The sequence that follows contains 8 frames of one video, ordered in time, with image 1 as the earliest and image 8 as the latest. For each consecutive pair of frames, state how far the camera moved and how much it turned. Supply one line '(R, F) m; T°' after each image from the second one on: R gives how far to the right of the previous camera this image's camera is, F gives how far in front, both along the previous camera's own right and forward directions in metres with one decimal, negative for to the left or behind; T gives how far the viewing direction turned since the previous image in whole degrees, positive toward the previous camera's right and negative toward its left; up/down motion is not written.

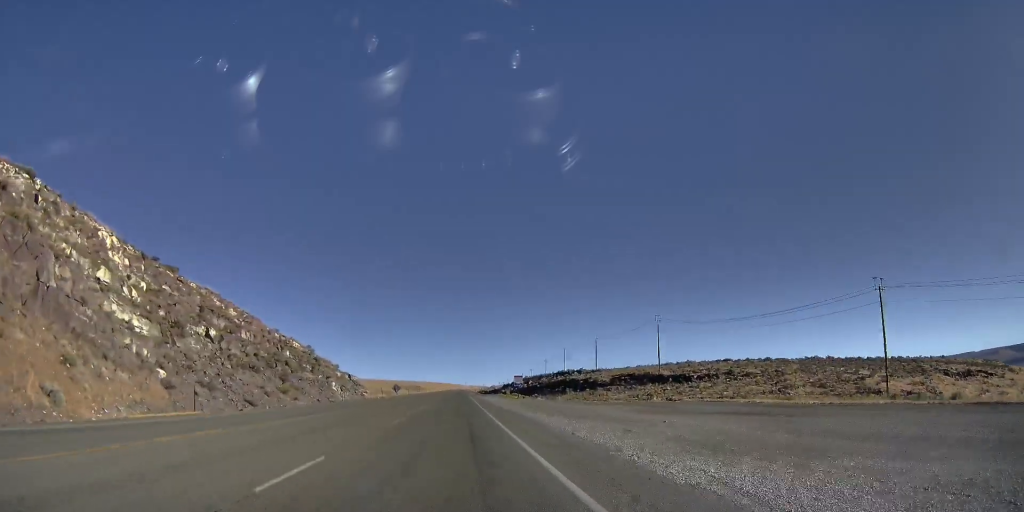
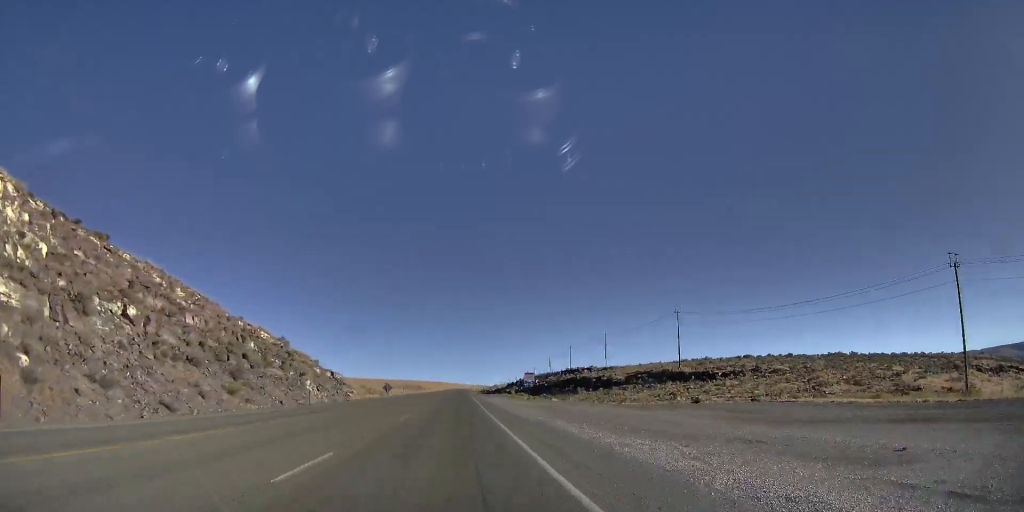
(0.0, +14.5) m; 0°
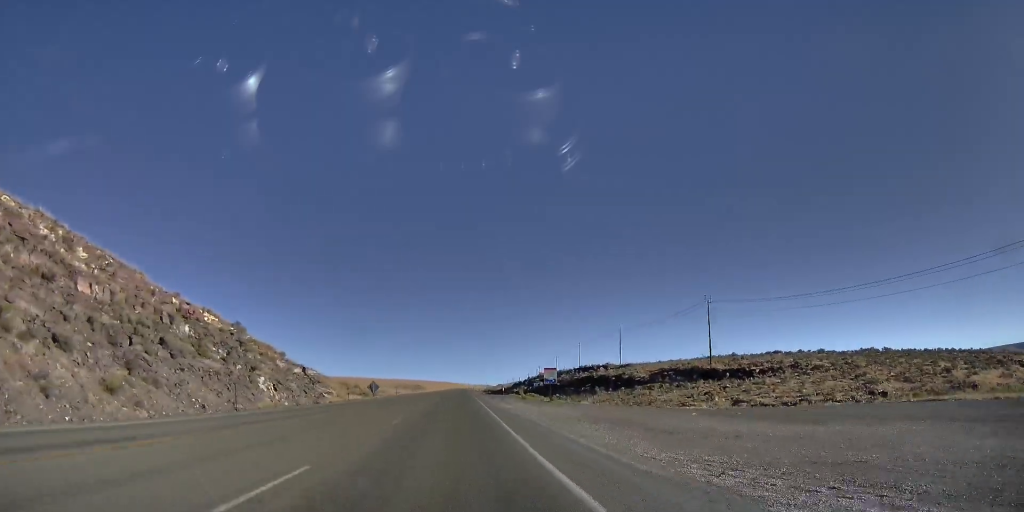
(+0.1, +17.5) m; 0°
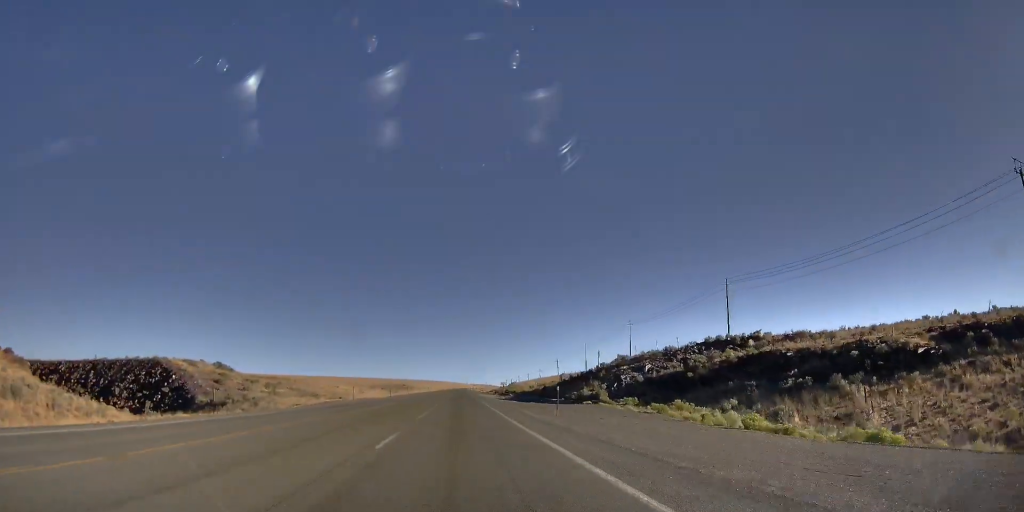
(+0.7, +83.1) m; +2°
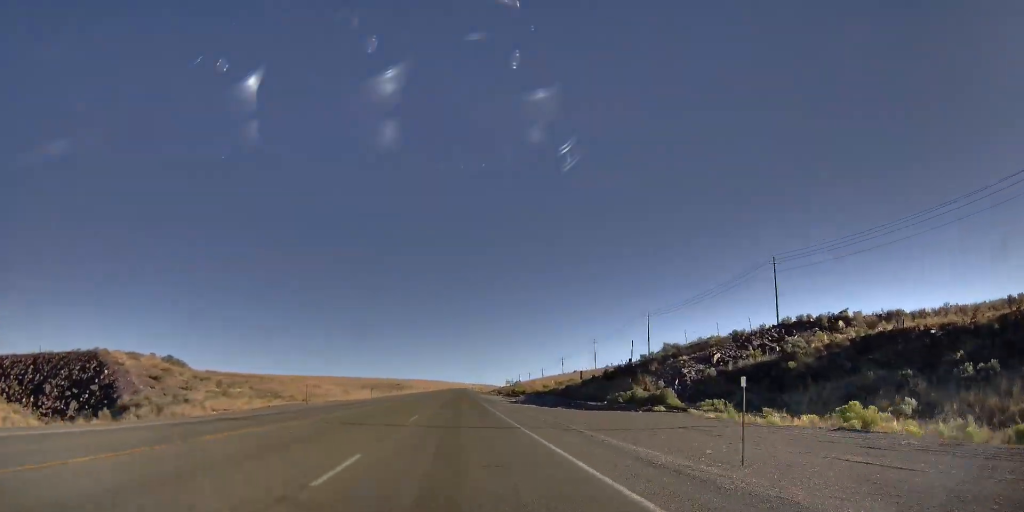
(+0.1, +20.5) m; -1°
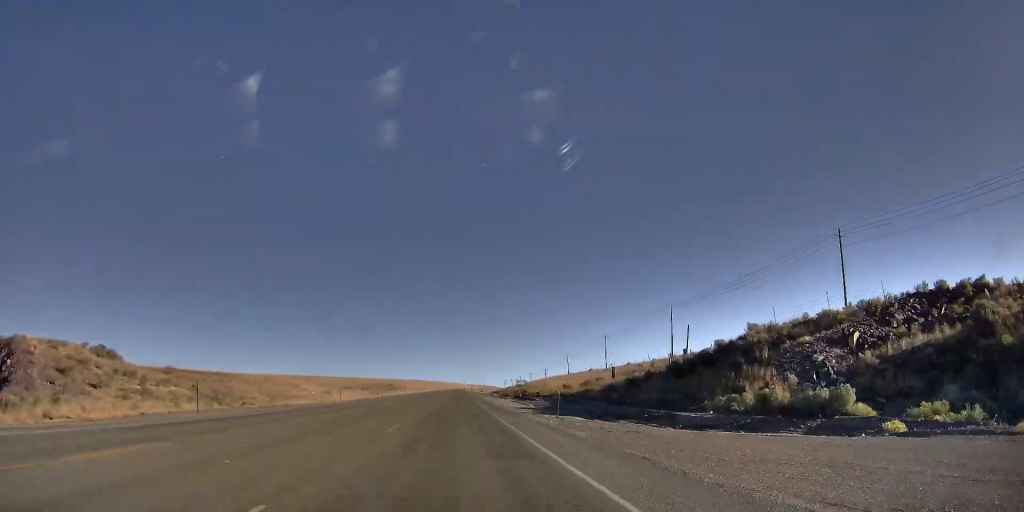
(0.0, +20.5) m; -2°
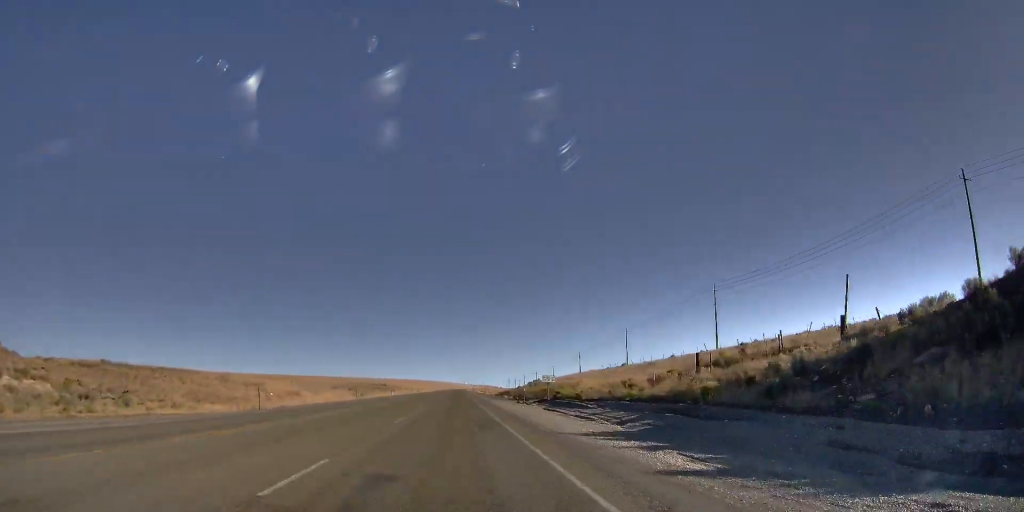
(-1.2, +26.4) m; 0°
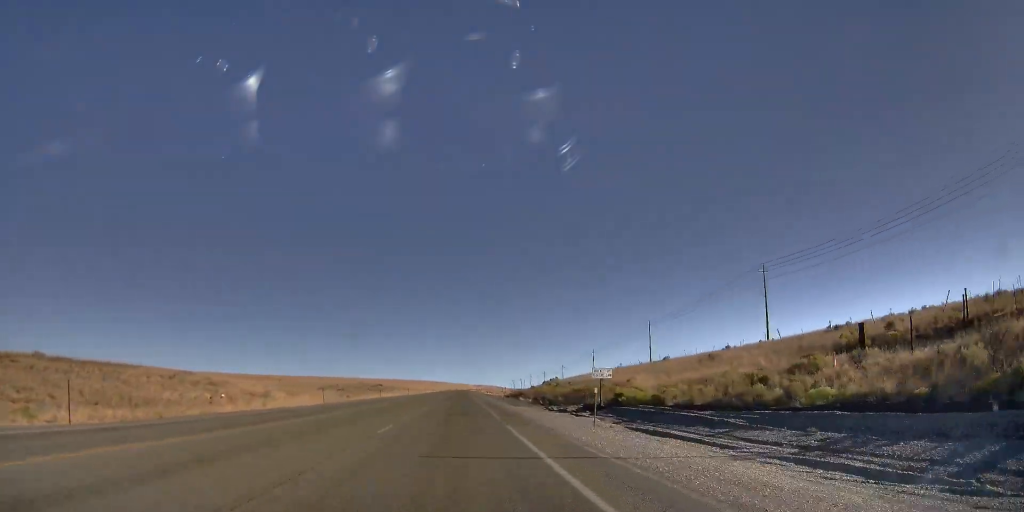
(+0.9, +20.5) m; +2°
